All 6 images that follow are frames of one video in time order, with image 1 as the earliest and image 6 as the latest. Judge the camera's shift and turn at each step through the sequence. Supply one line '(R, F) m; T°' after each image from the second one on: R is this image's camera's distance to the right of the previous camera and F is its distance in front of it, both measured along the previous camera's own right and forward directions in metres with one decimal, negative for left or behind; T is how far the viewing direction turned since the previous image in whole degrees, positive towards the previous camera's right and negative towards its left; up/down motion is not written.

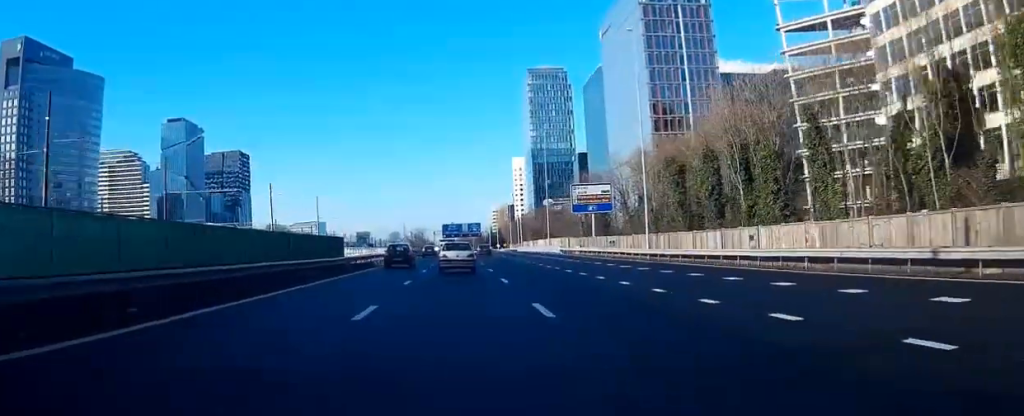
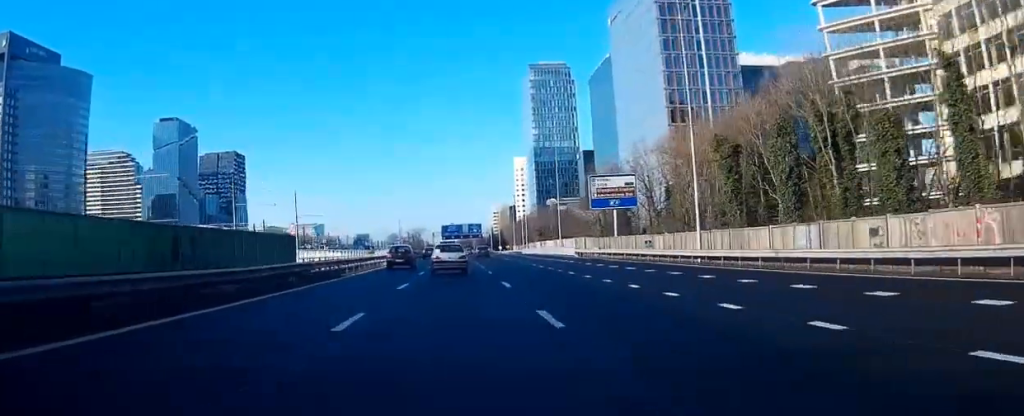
(-0.1, +13.6) m; 0°
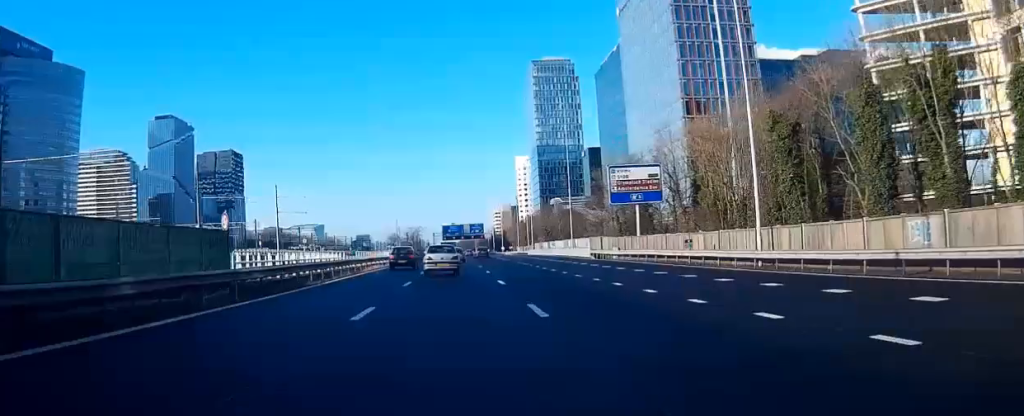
(+0.1, +10.0) m; 0°
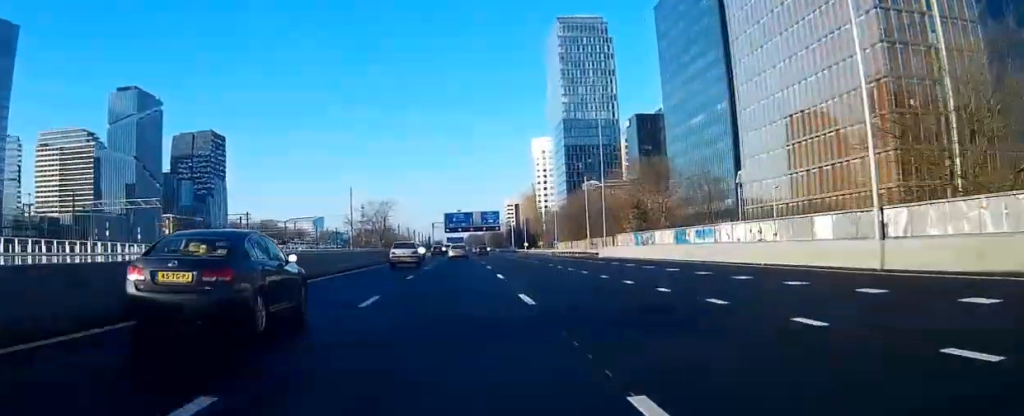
(-0.1, +70.6) m; -1°
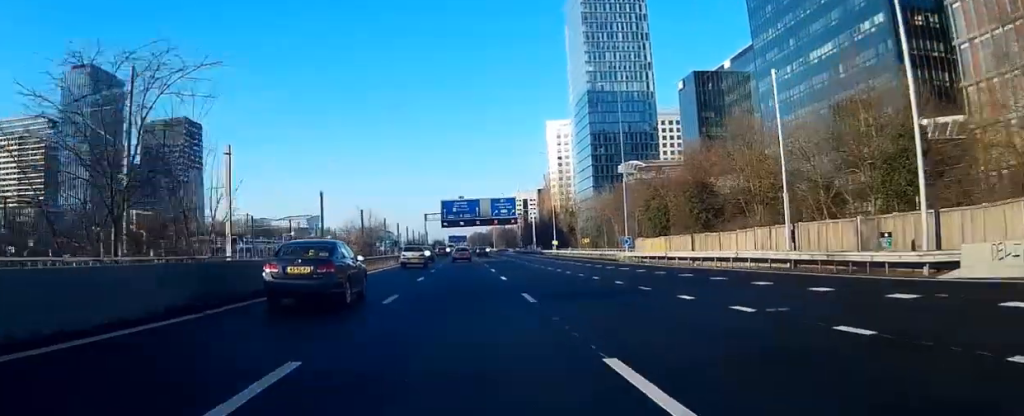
(+0.7, +57.8) m; +1°
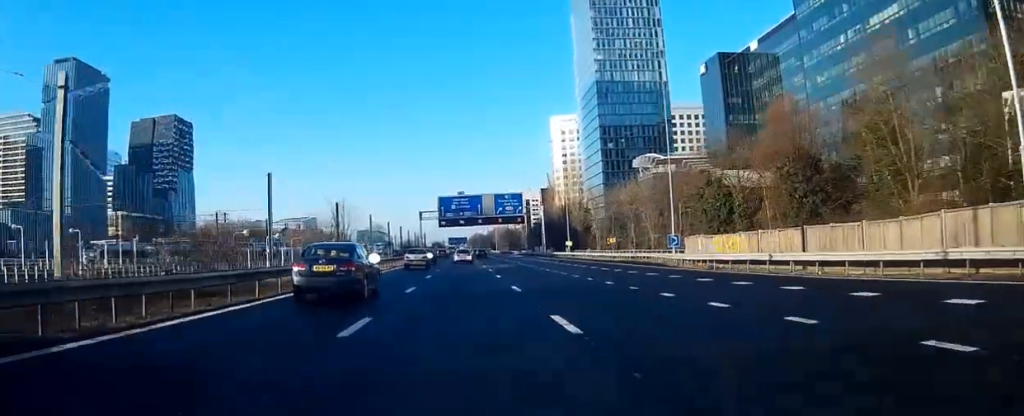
(0.0, +17.7) m; 0°
